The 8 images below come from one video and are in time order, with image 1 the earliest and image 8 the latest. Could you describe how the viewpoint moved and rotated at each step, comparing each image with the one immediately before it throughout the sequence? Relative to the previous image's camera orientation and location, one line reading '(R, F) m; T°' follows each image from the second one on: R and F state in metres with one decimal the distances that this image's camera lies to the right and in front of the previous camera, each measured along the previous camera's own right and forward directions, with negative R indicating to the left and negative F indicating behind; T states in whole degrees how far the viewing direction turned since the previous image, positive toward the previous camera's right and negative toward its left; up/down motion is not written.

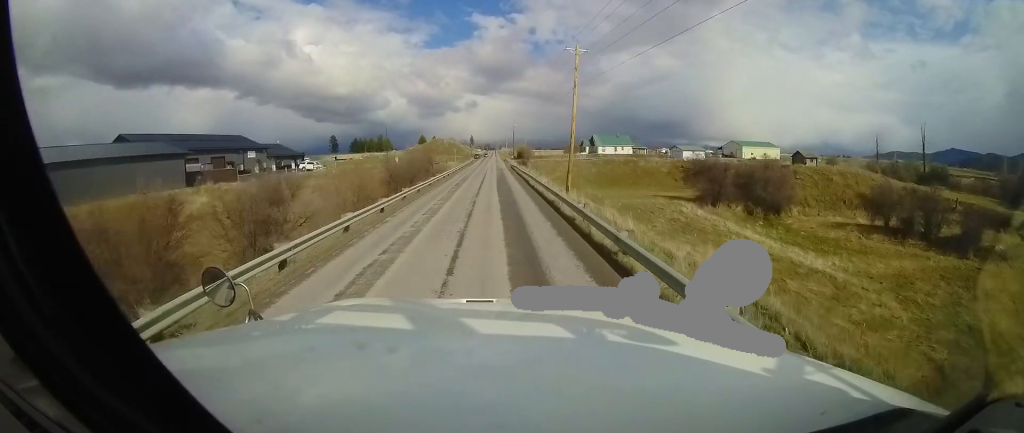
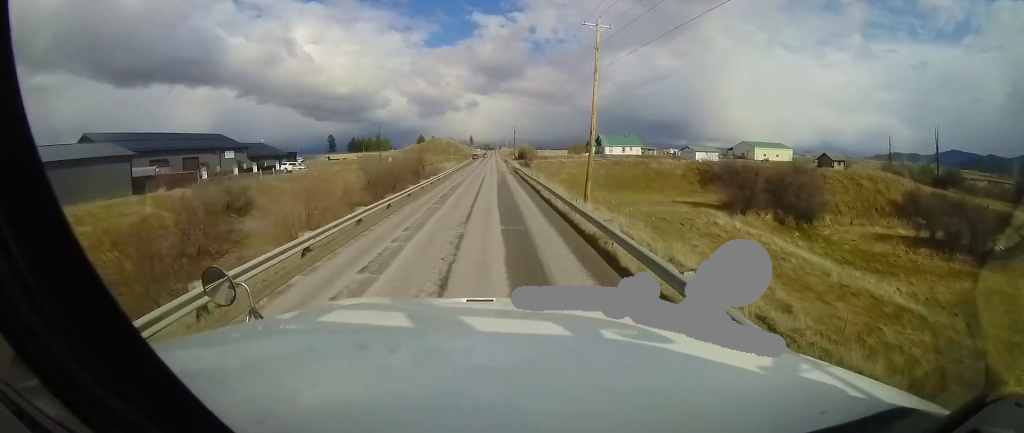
(0.0, +7.1) m; 0°
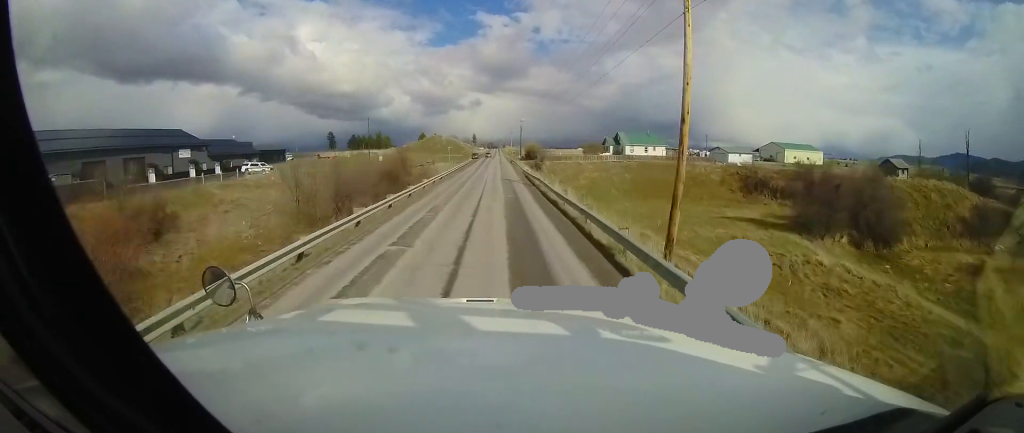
(0.0, +11.6) m; +1°
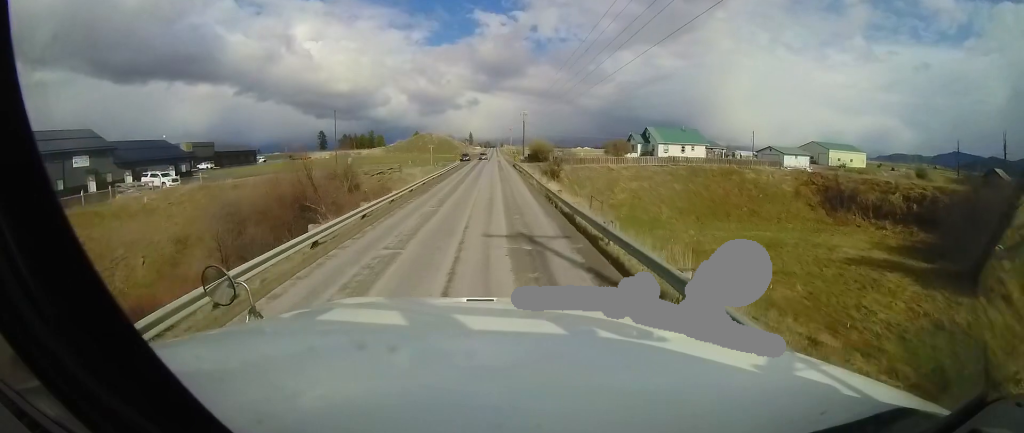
(+0.5, +18.0) m; +3°
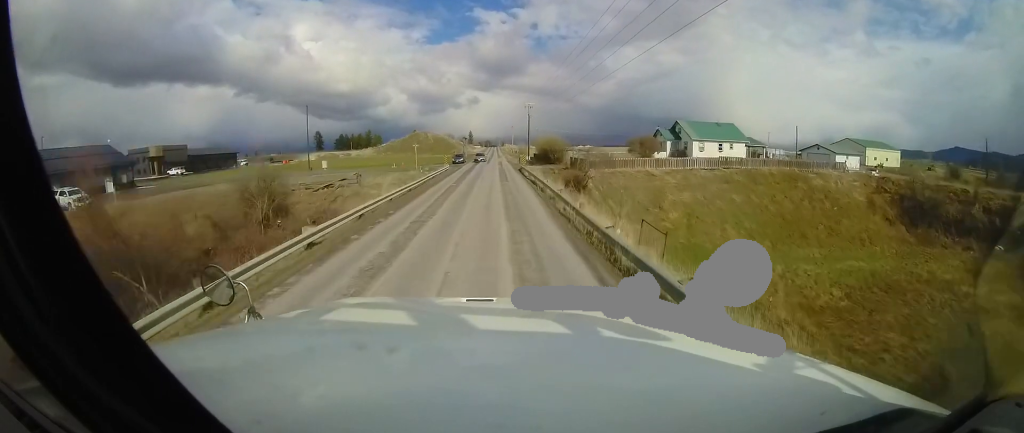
(+0.1, +12.0) m; -1°
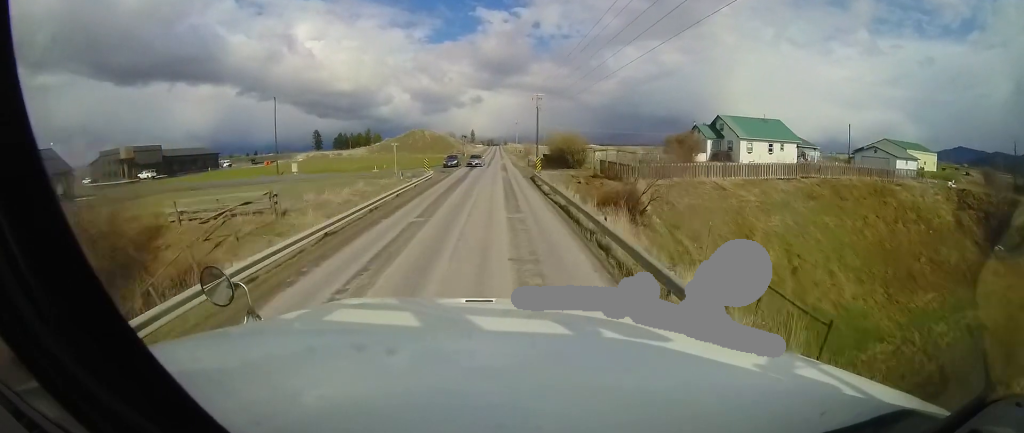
(-0.3, +10.4) m; 0°
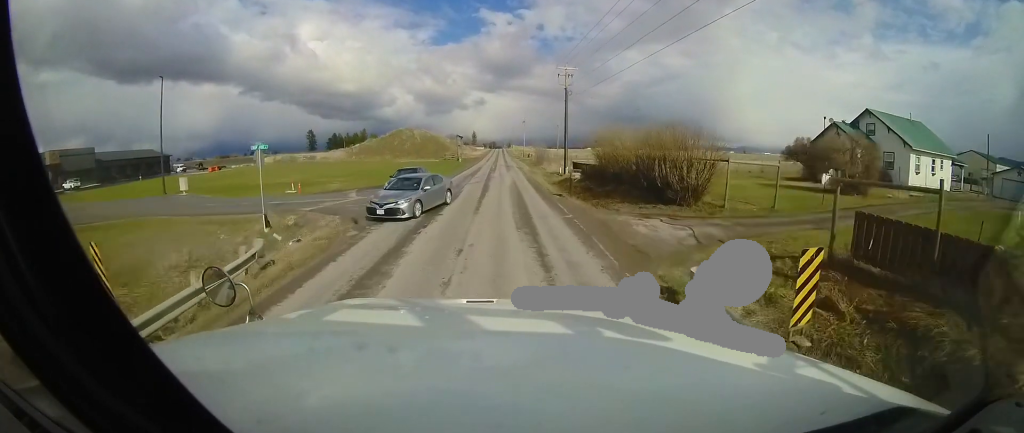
(+1.0, +22.9) m; 0°
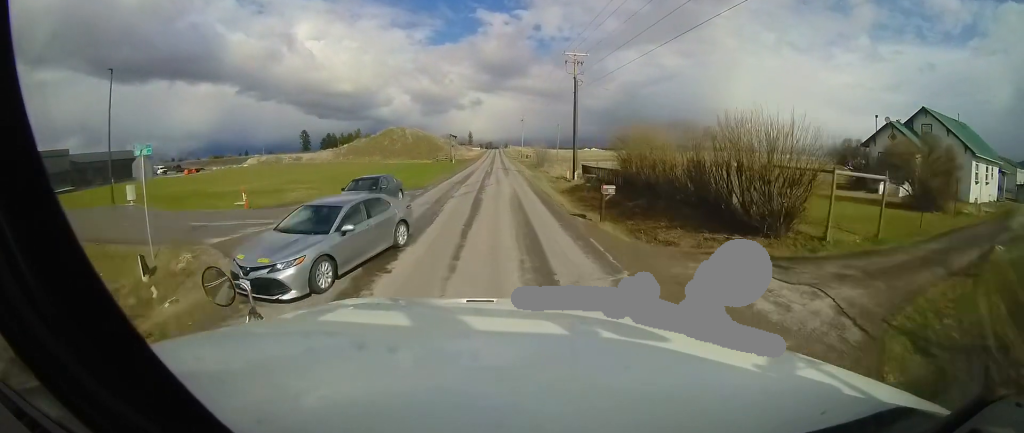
(-0.4, +5.9) m; 0°
